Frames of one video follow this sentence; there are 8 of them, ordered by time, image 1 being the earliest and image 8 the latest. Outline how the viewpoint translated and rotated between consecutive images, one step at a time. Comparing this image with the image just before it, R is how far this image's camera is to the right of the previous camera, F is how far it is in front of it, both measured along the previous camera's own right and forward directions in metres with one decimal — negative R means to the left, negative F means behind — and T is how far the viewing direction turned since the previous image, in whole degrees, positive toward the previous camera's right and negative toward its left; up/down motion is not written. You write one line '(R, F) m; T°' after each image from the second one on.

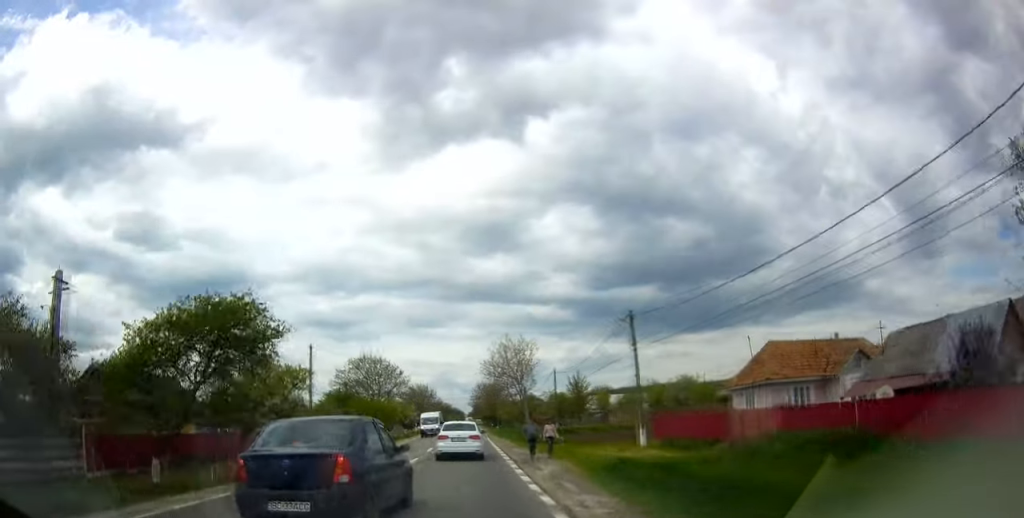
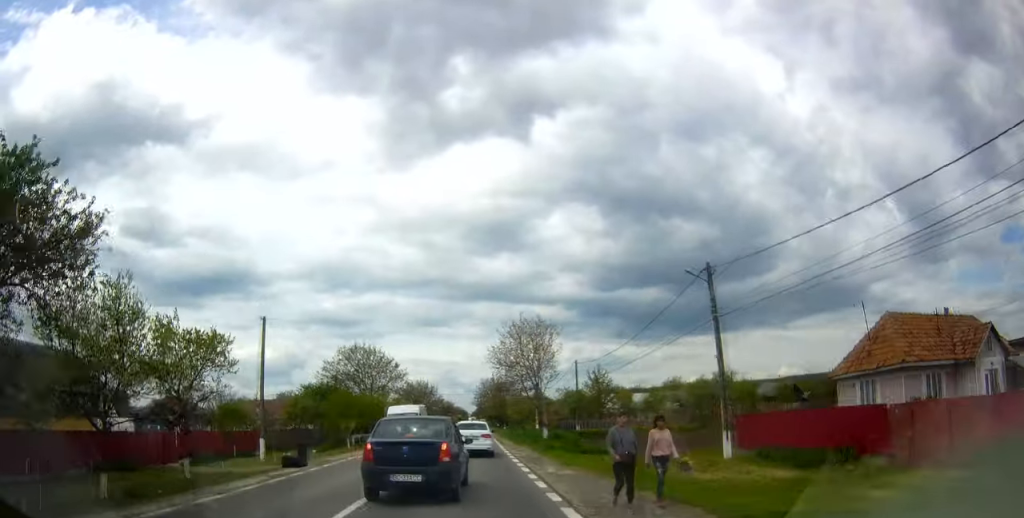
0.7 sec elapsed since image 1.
(-0.2, +12.5) m; -1°
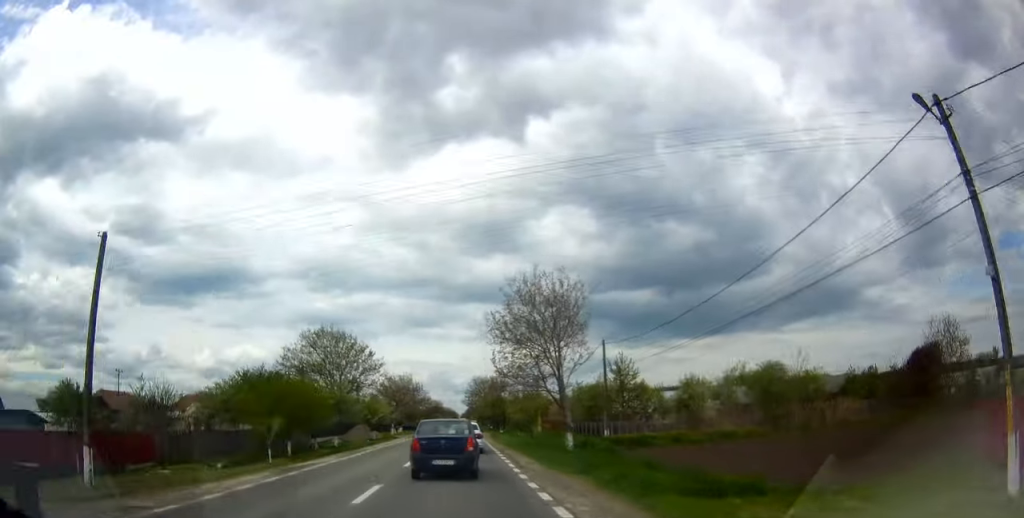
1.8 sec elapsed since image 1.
(-0.2, +17.1) m; 0°
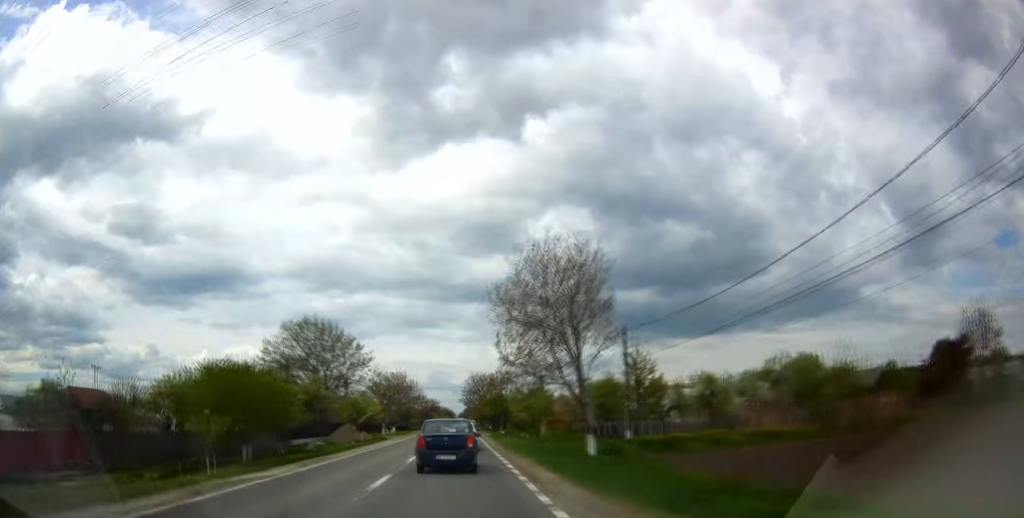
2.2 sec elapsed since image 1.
(+0.2, +7.0) m; +1°
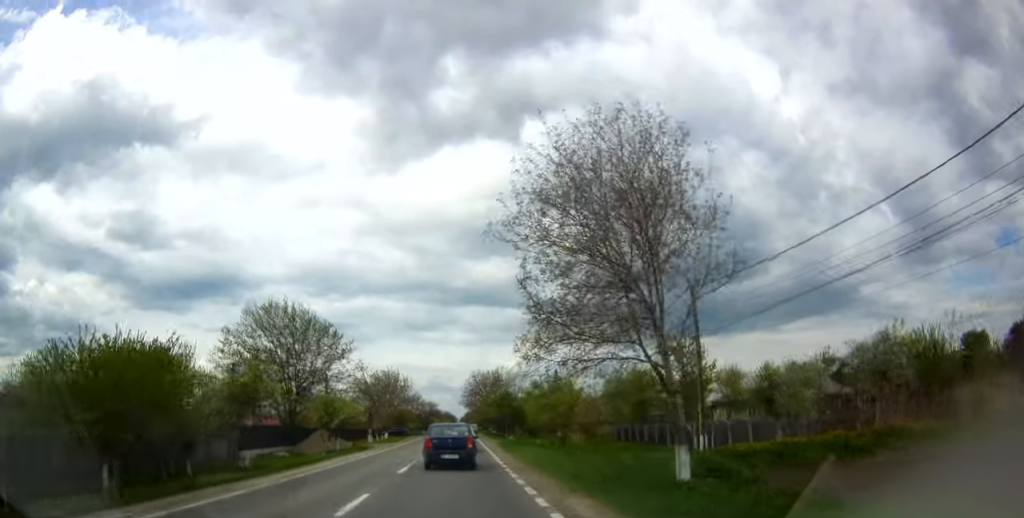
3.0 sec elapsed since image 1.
(-0.1, +12.3) m; 0°
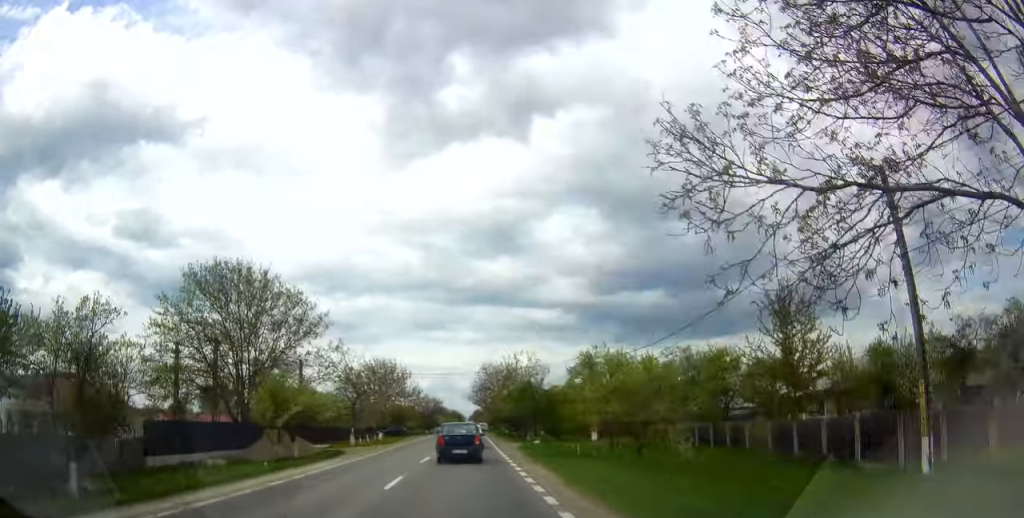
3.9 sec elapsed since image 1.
(0.0, +13.8) m; 0°
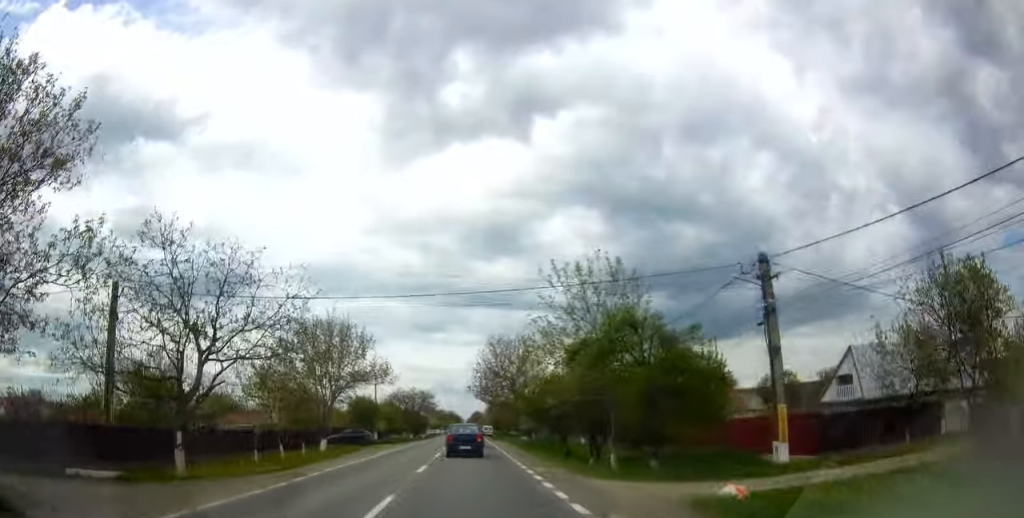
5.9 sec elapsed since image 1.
(-0.2, +29.6) m; -2°
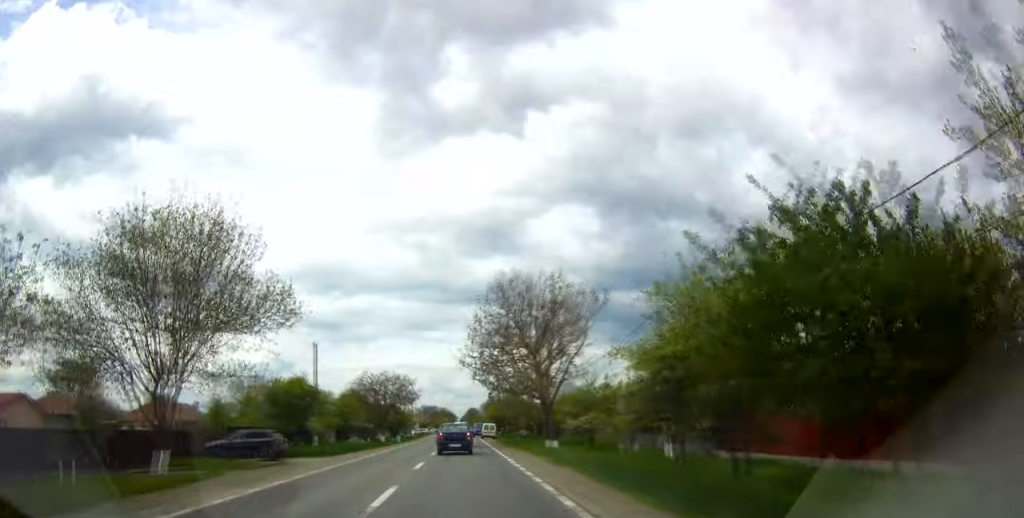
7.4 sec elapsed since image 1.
(-0.7, +24.3) m; 0°
